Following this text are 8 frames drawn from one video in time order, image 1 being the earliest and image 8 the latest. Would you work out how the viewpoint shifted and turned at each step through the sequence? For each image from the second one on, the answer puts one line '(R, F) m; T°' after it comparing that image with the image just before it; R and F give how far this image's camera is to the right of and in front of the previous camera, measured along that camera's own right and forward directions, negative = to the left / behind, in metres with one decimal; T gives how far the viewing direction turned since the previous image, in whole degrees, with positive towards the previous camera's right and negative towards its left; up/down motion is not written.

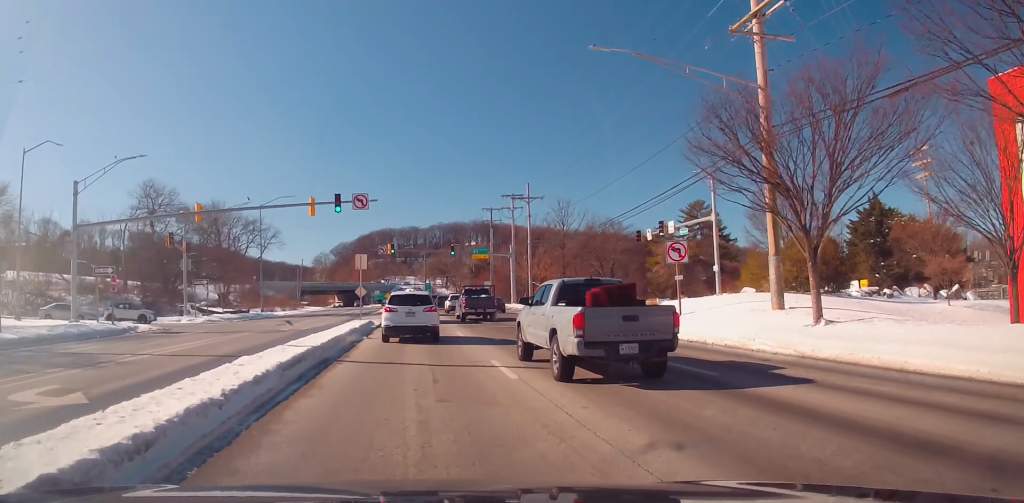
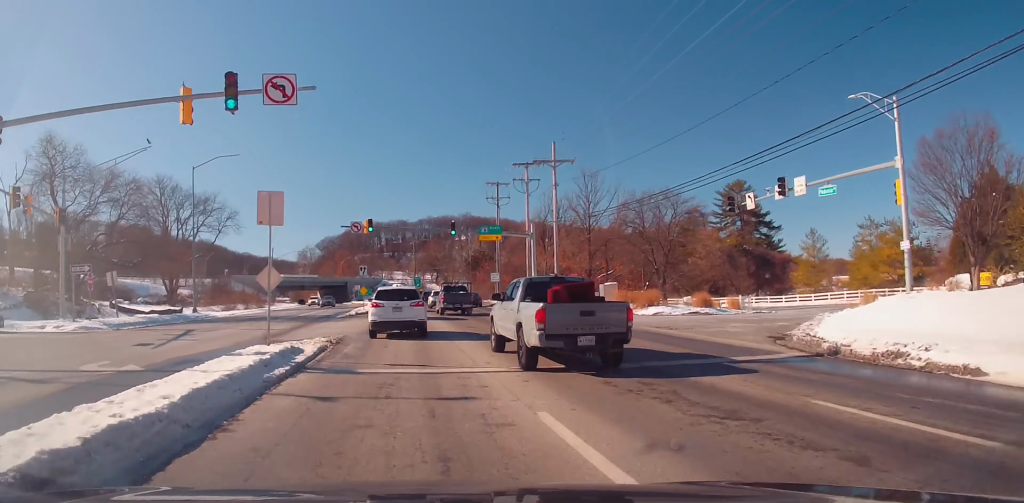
(+0.3, +17.3) m; +1°
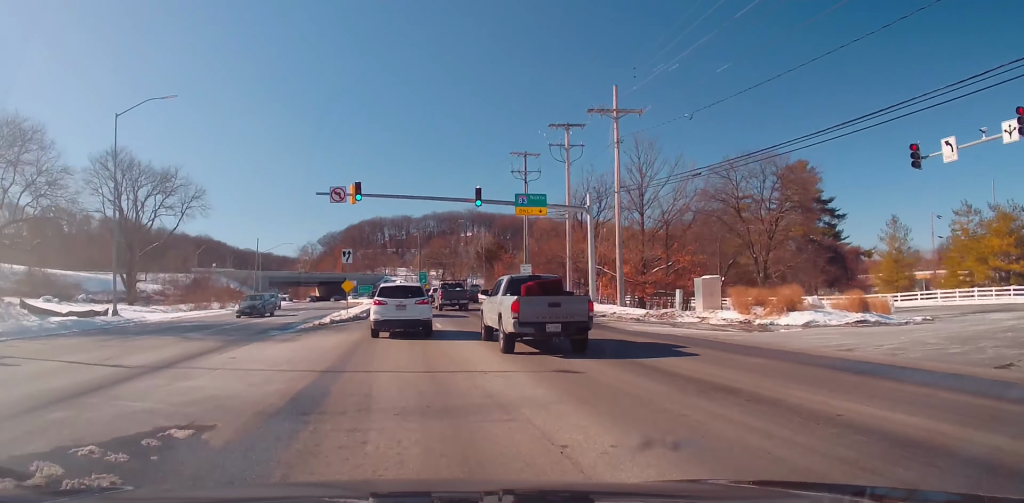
(+0.1, +14.8) m; -1°
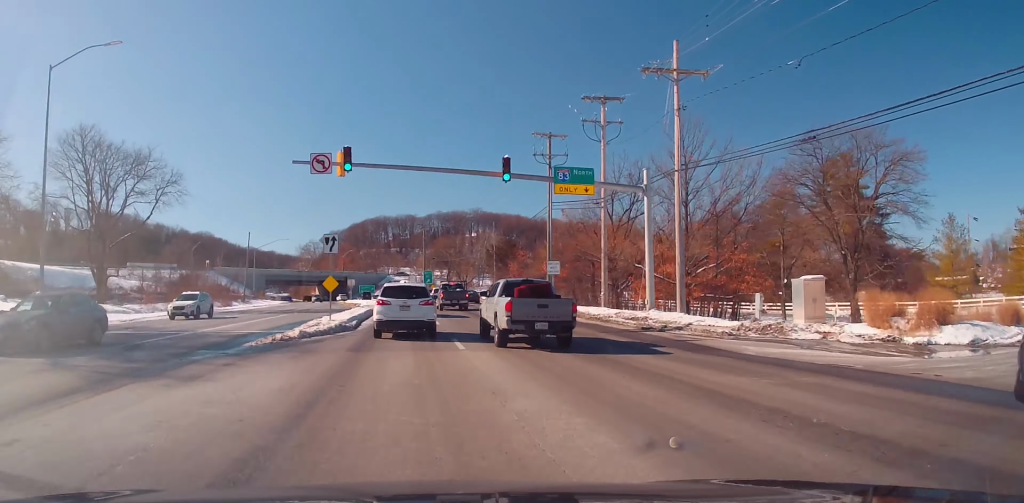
(-0.2, +8.8) m; 0°
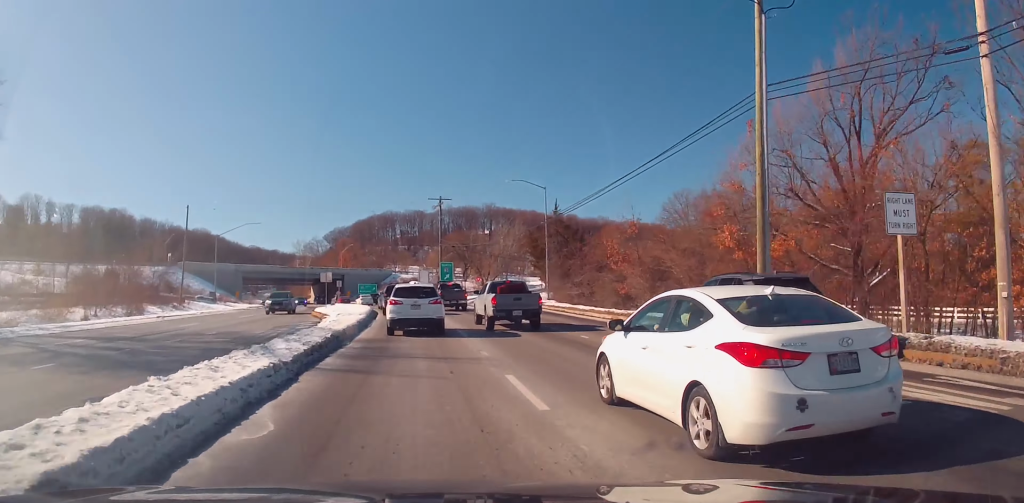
(+0.2, +33.0) m; 0°
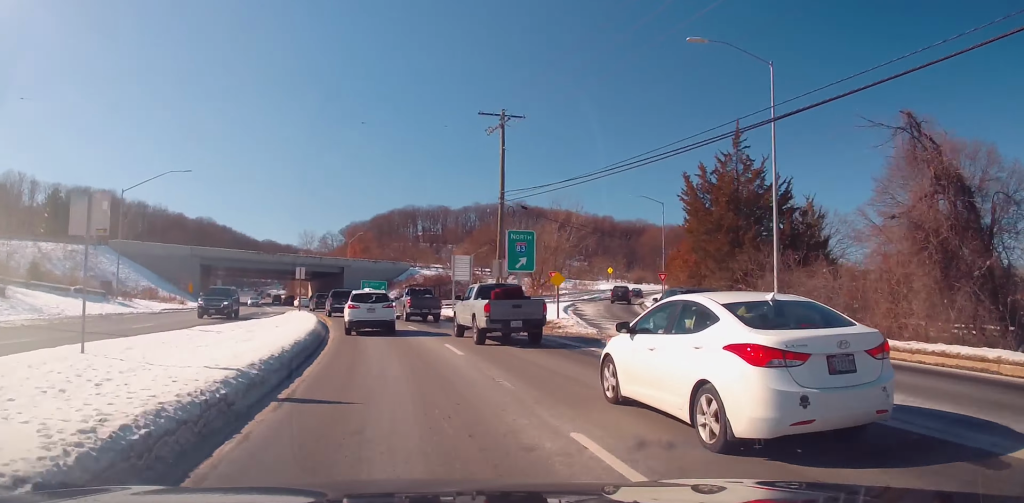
(-1.3, +41.9) m; -5°
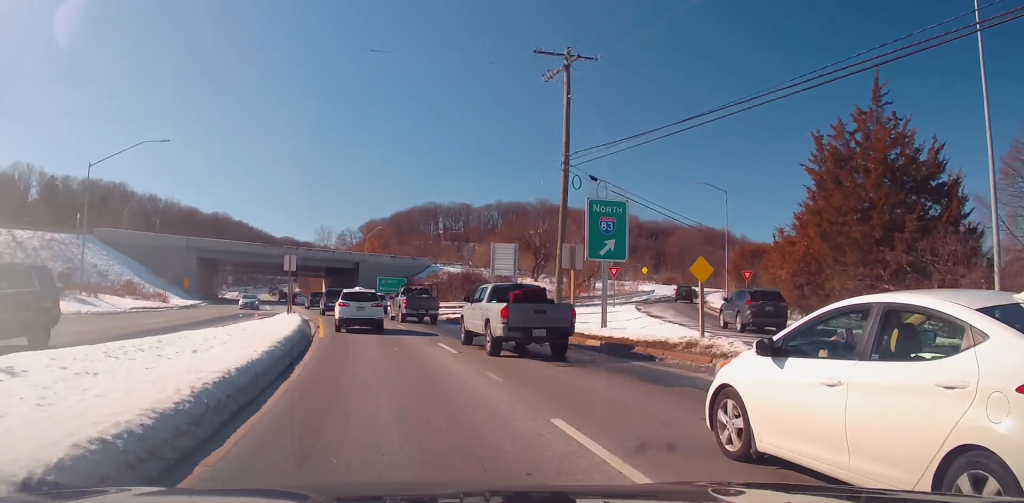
(+0.3, +10.9) m; -2°
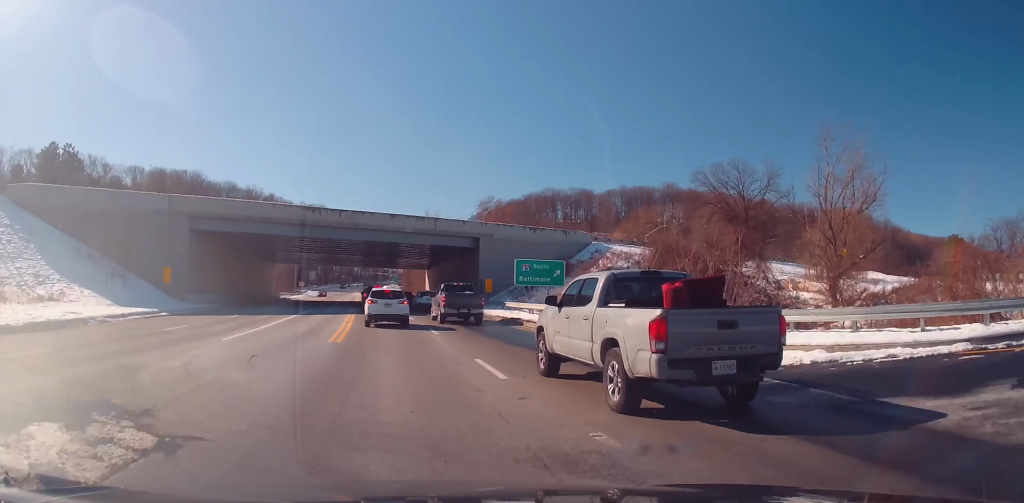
(-3.5, +39.5) m; -8°
